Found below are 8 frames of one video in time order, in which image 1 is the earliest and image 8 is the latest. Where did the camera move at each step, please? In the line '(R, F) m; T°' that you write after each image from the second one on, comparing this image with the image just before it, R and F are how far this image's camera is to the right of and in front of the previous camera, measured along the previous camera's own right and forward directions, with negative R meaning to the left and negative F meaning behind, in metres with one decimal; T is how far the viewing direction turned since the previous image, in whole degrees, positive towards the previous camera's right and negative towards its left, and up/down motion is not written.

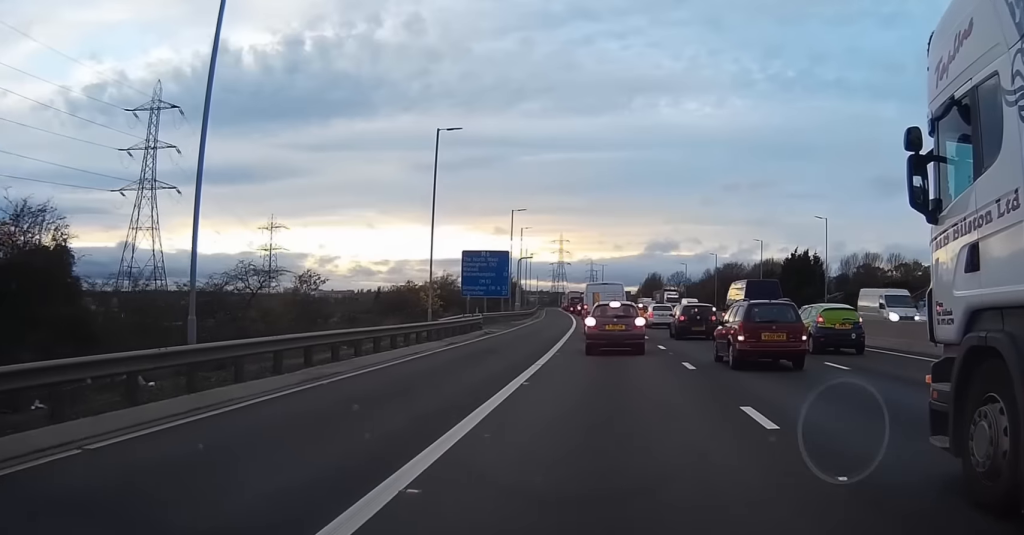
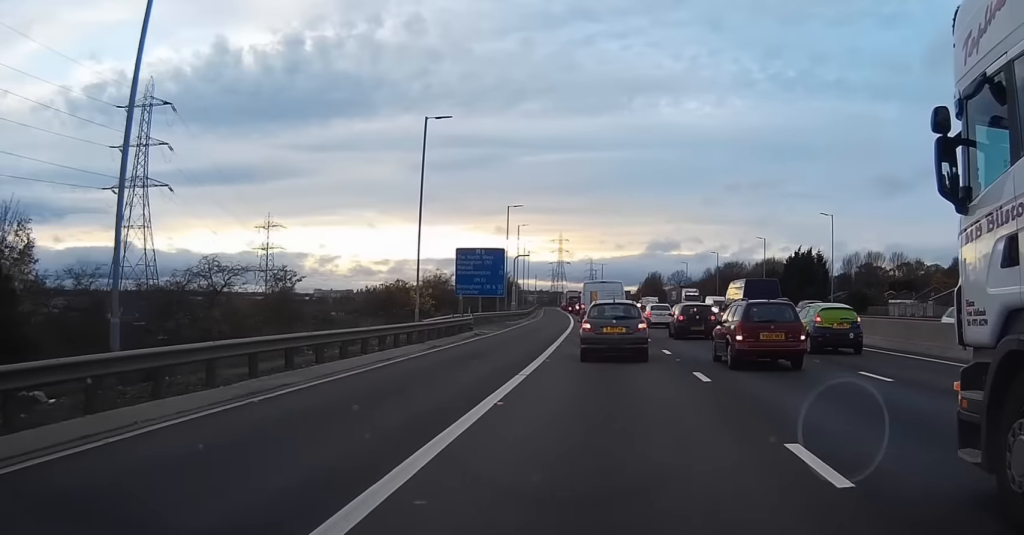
(0.0, +3.1) m; -2°
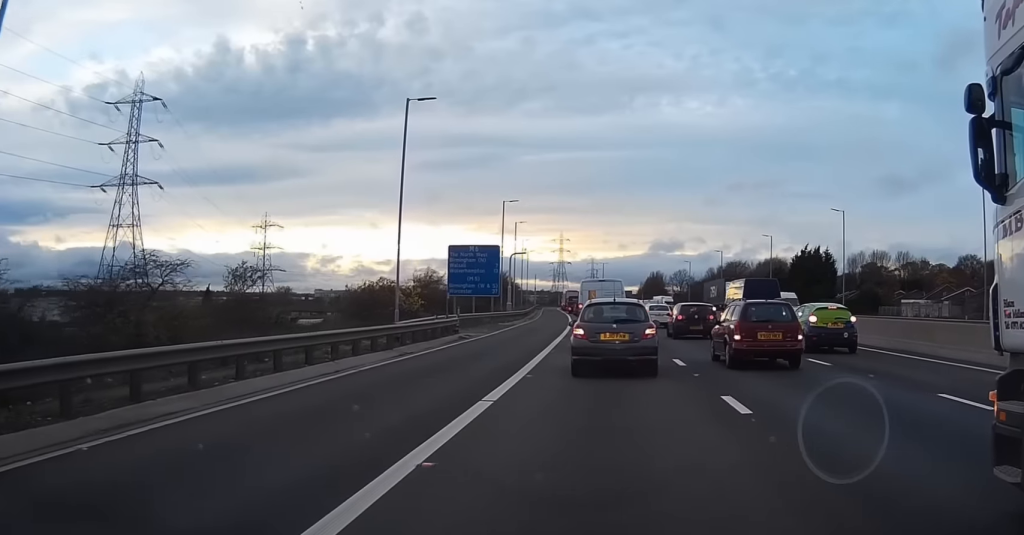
(-0.1, +5.4) m; -2°
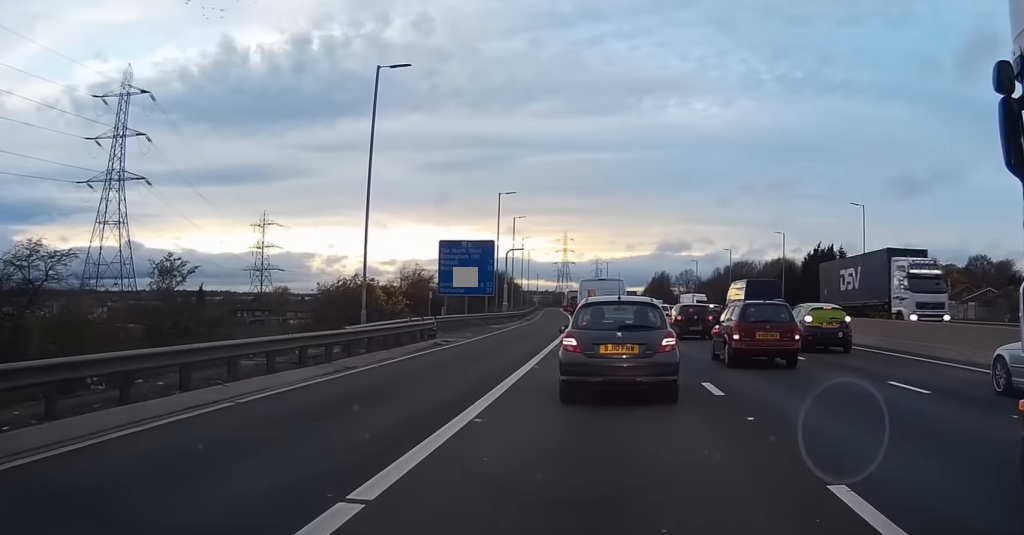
(0.0, +7.3) m; 0°
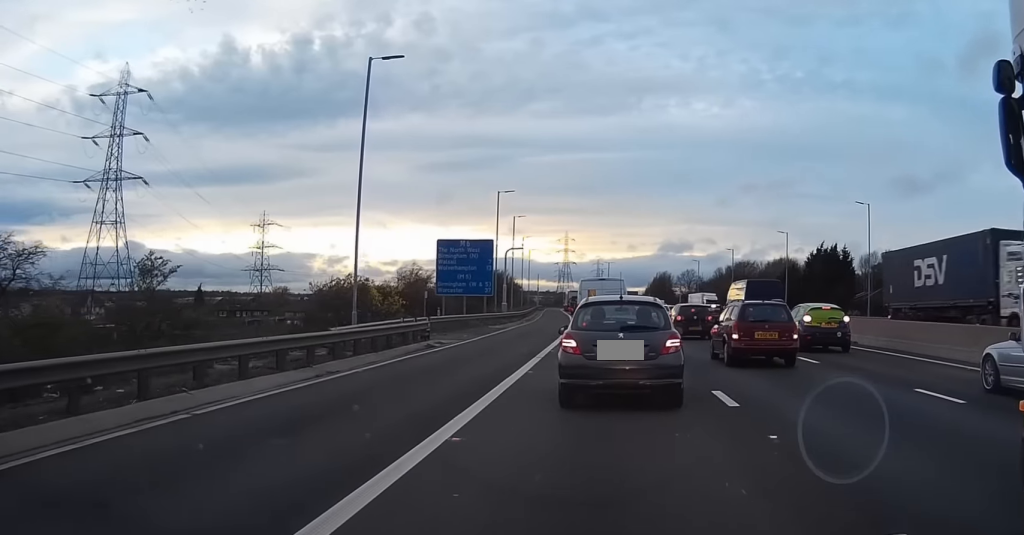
(0.0, +1.6) m; 0°
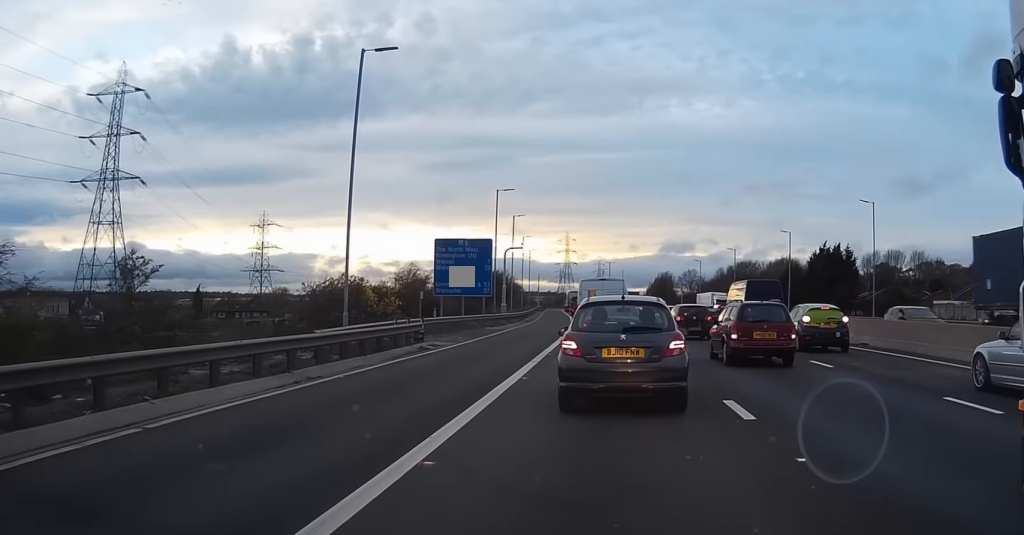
(0.0, +1.5) m; 0°
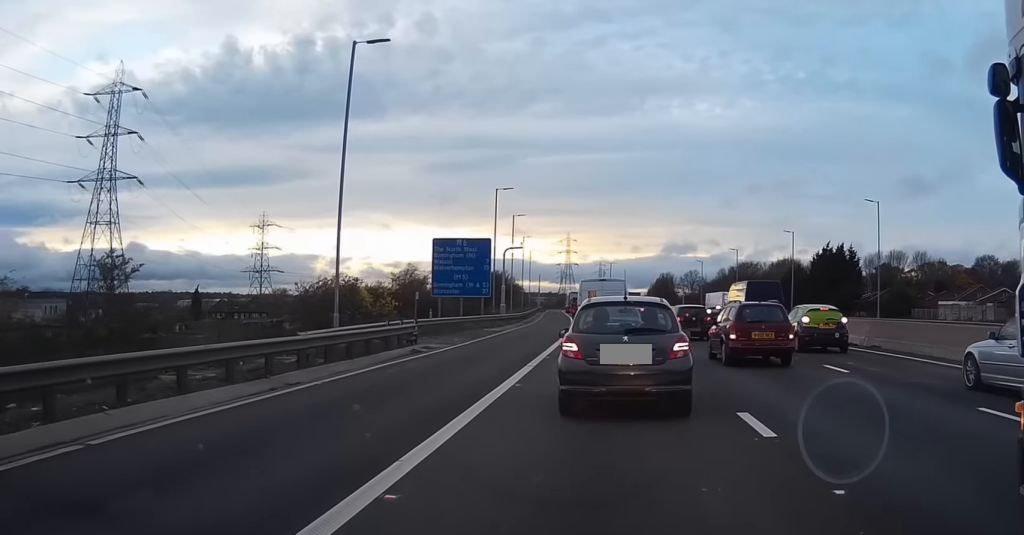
(0.0, +1.5) m; 0°
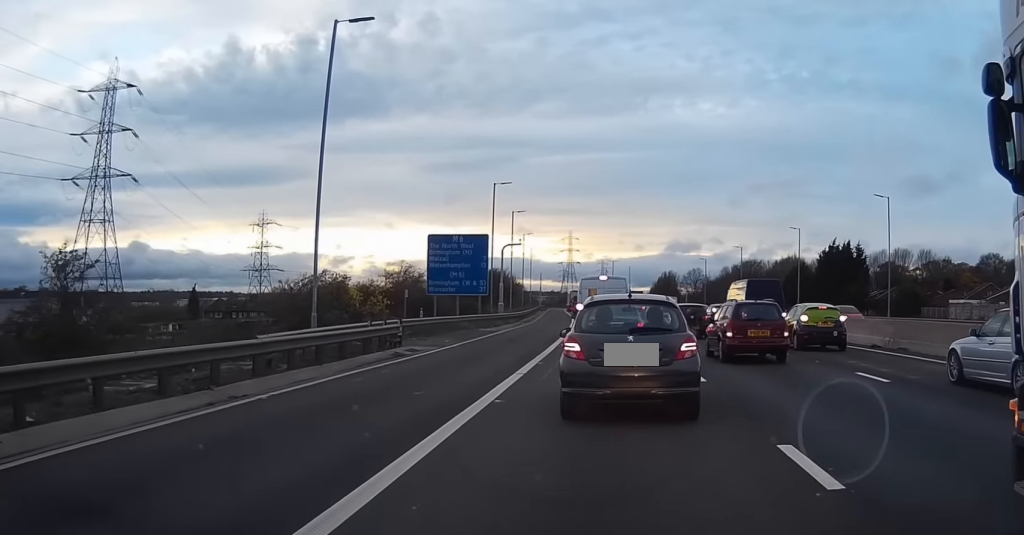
(0.0, +3.0) m; +1°
